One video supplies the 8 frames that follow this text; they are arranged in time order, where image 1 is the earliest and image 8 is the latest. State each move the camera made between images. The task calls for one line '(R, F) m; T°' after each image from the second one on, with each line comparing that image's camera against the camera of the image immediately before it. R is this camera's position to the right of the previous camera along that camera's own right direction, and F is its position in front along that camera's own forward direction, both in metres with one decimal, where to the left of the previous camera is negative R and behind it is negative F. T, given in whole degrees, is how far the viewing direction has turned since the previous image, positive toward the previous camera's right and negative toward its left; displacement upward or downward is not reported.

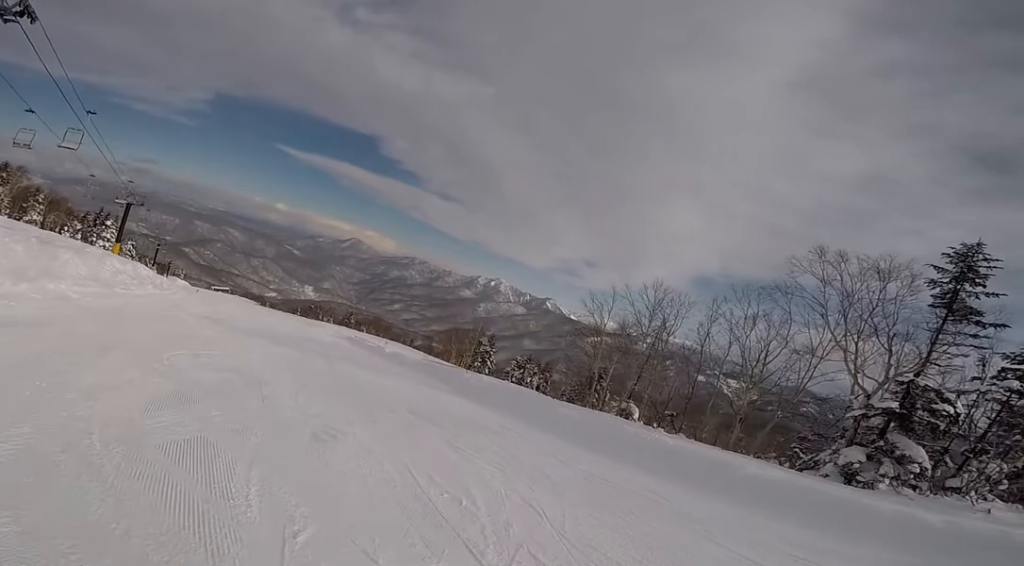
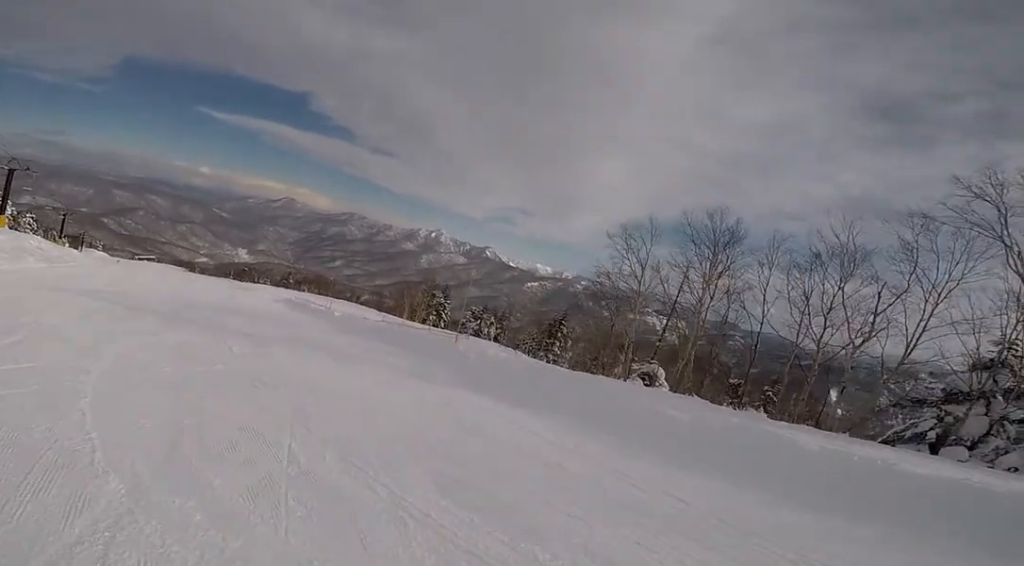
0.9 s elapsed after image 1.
(+0.9, +6.1) m; +3°
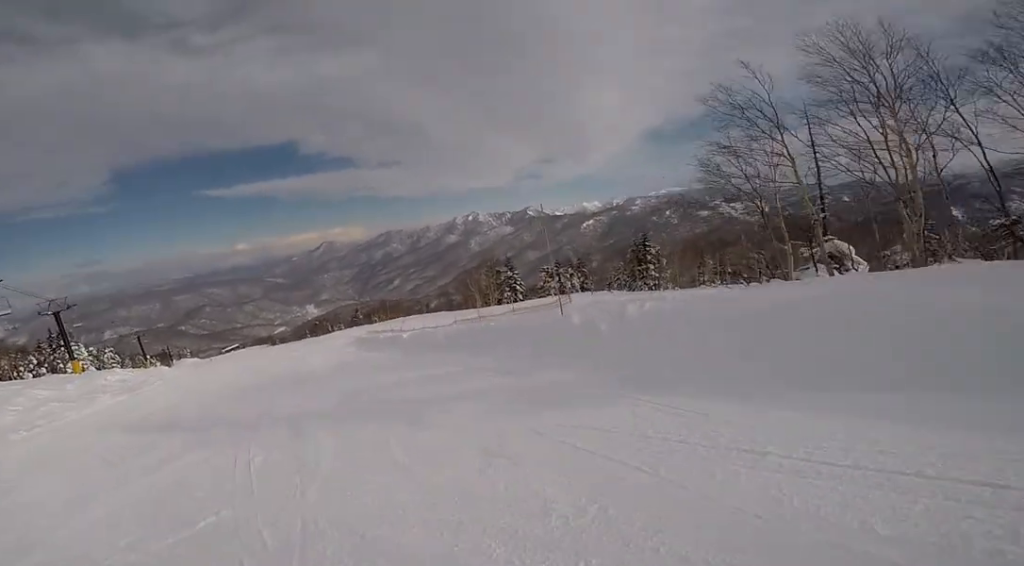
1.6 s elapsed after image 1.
(+0.4, +4.3) m; -10°
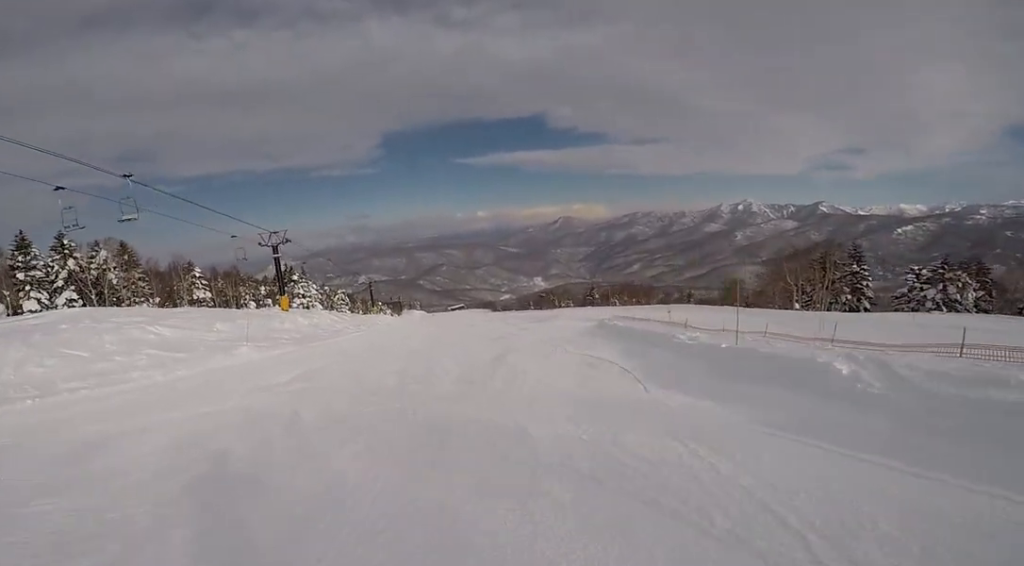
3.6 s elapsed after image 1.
(-6.5, +12.7) m; -31°
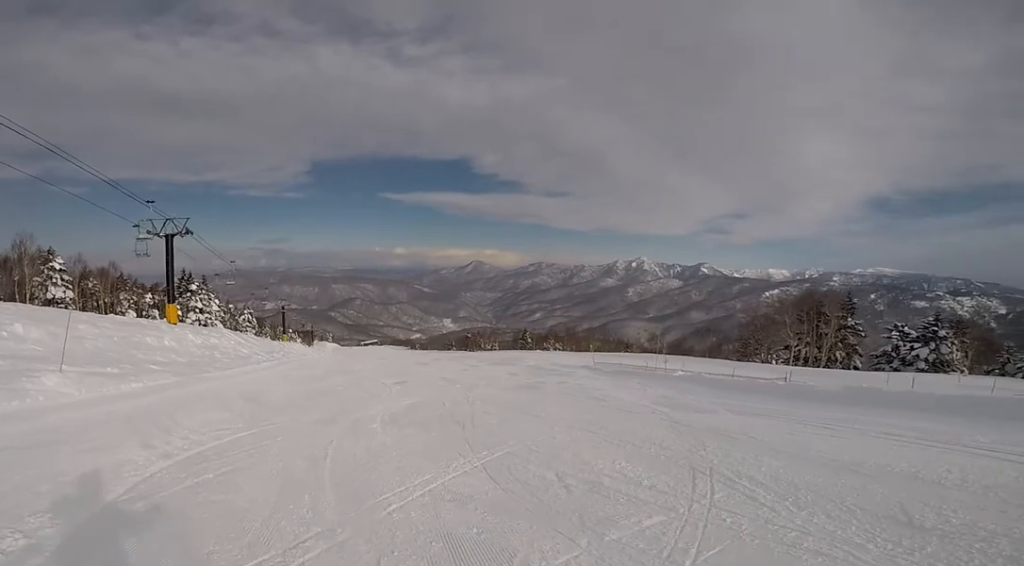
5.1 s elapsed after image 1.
(+2.8, +10.9) m; +26°
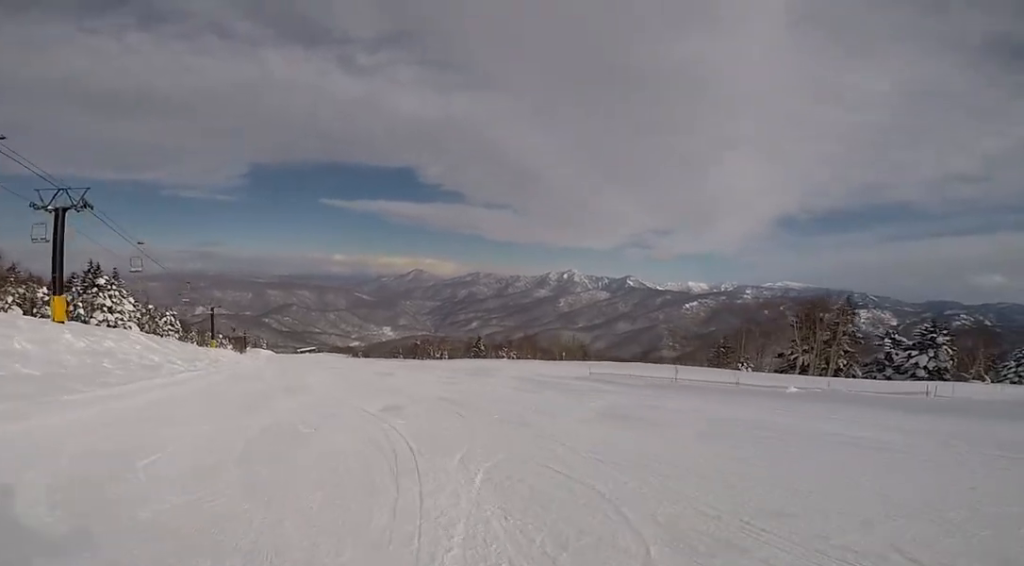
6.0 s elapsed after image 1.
(+0.6, +7.3) m; +13°
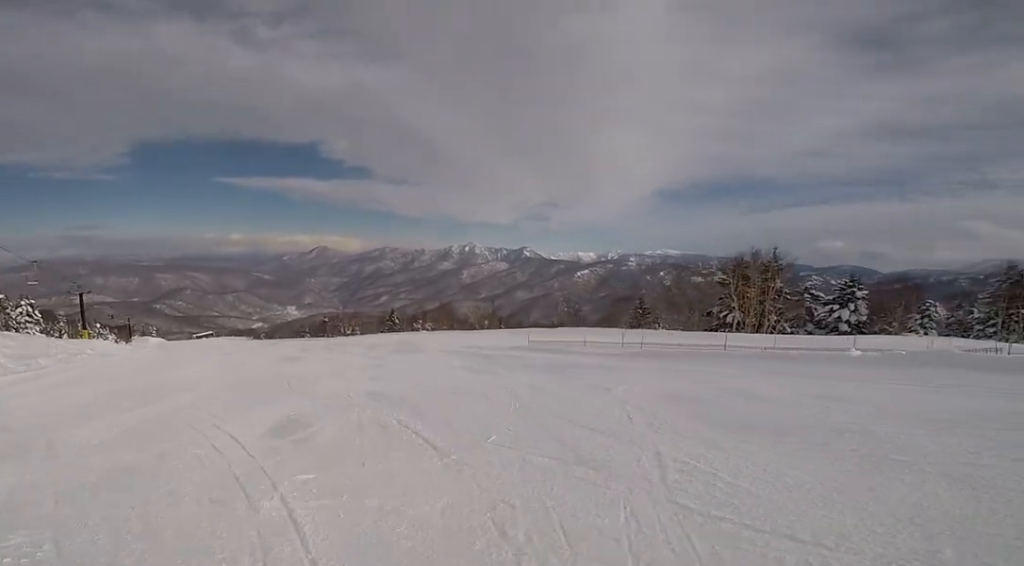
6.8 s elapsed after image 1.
(+0.4, +5.6) m; +6°
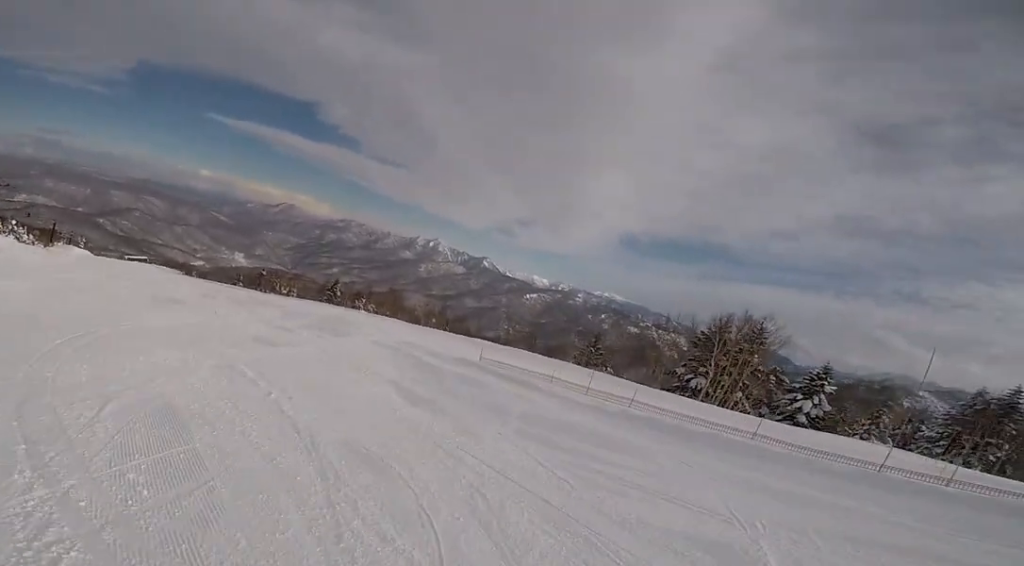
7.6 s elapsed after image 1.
(+1.1, +6.1) m; -3°
